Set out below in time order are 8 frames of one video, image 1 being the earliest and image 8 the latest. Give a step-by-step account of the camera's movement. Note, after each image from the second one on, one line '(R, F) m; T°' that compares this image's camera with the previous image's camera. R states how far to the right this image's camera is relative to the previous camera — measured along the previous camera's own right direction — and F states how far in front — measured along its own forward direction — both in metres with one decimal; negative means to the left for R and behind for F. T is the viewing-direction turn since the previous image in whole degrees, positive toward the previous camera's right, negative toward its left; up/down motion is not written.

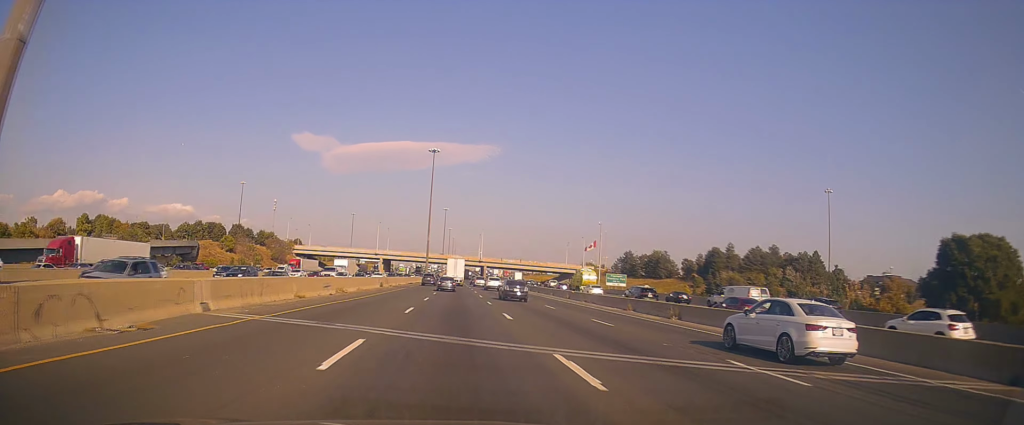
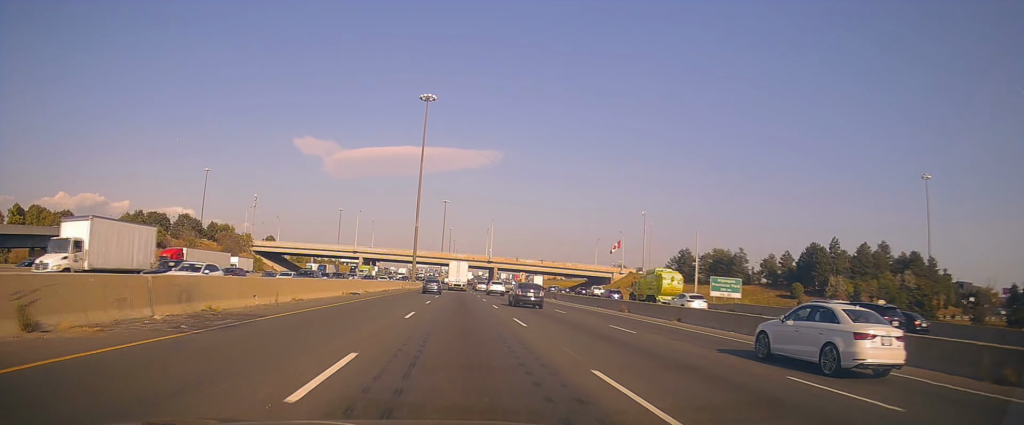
(-0.4, +50.8) m; -1°
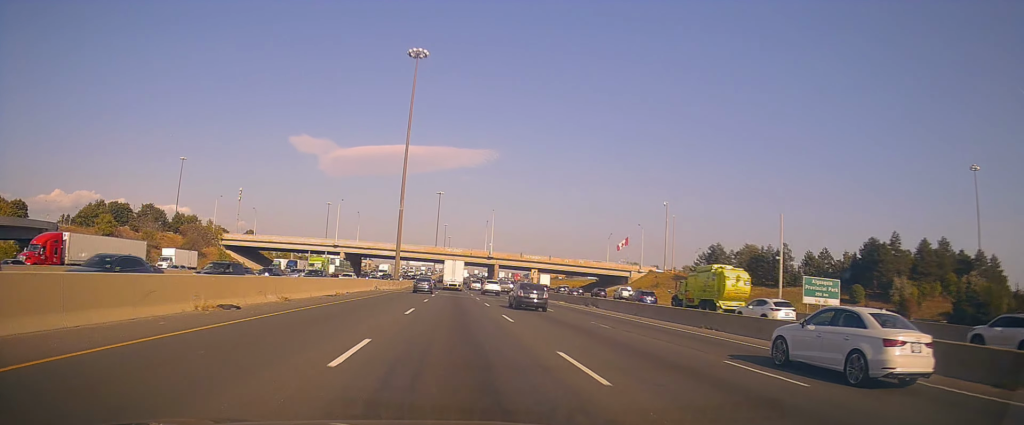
(0.0, +22.1) m; 0°
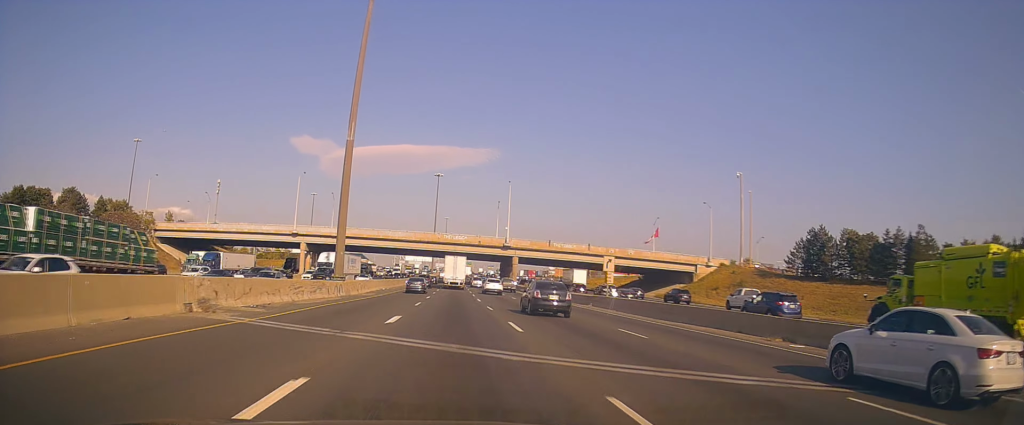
(+0.4, +41.0) m; +1°
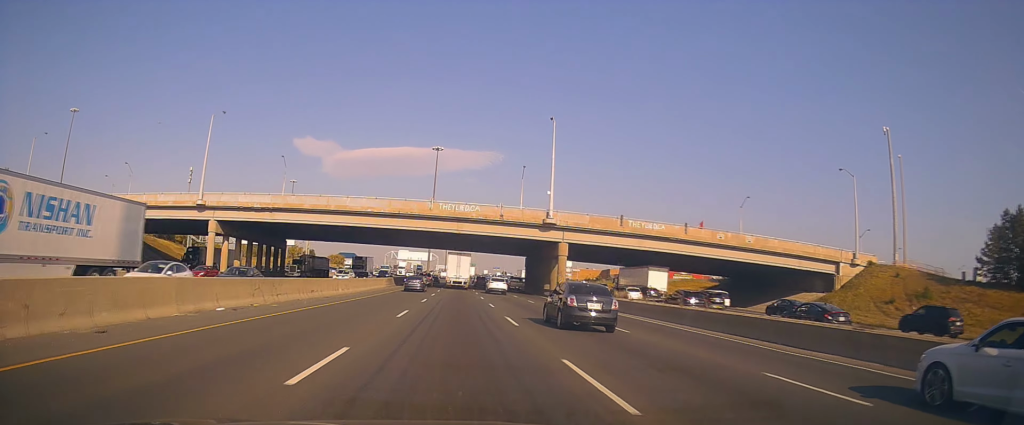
(-0.2, +44.7) m; 0°
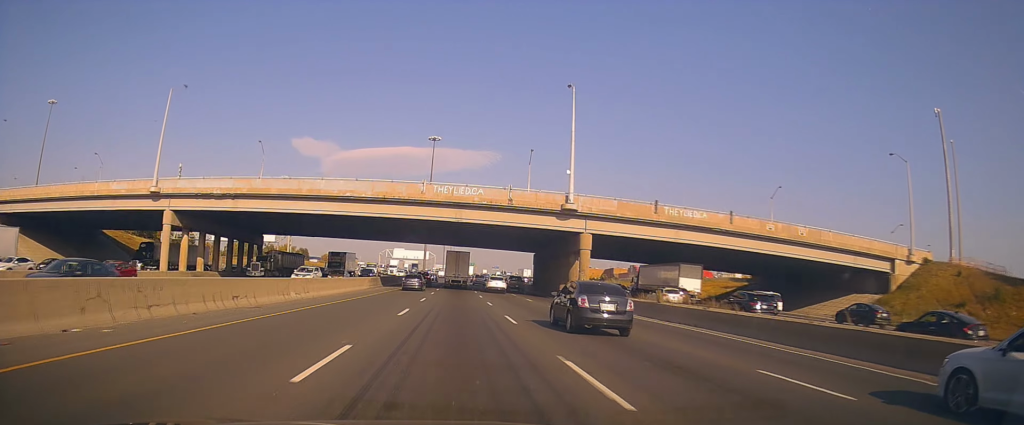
(+0.1, +11.4) m; 0°
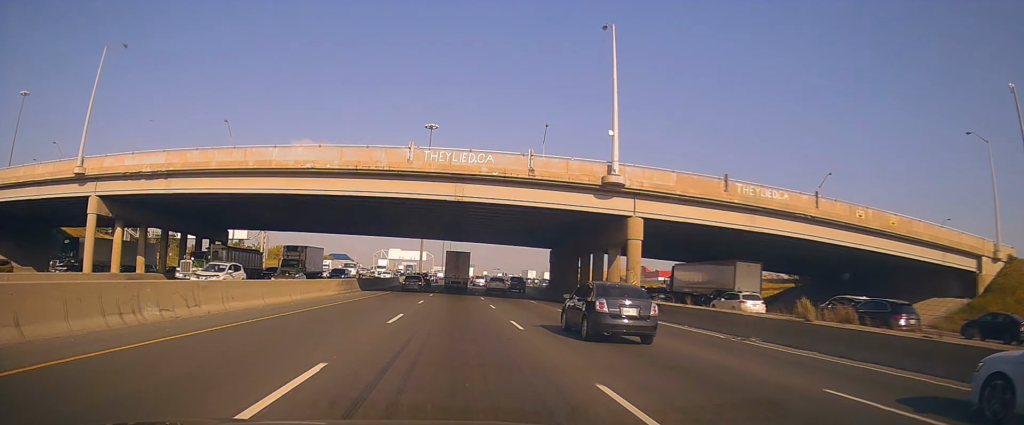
(0.0, +13.9) m; 0°
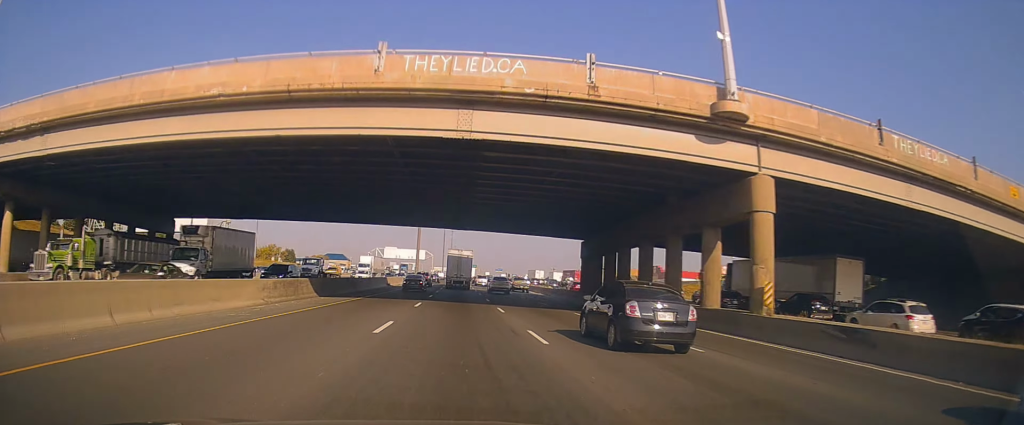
(+0.1, +15.6) m; -1°
